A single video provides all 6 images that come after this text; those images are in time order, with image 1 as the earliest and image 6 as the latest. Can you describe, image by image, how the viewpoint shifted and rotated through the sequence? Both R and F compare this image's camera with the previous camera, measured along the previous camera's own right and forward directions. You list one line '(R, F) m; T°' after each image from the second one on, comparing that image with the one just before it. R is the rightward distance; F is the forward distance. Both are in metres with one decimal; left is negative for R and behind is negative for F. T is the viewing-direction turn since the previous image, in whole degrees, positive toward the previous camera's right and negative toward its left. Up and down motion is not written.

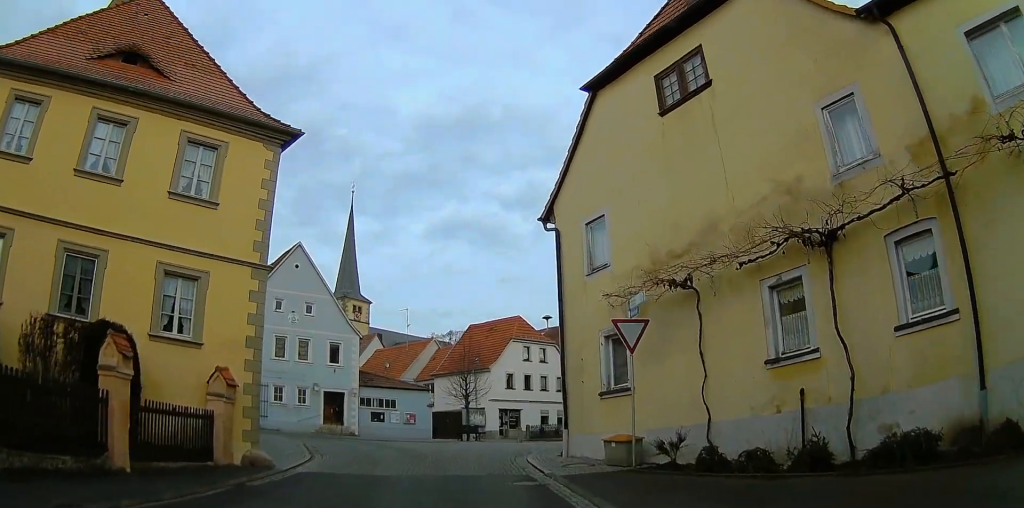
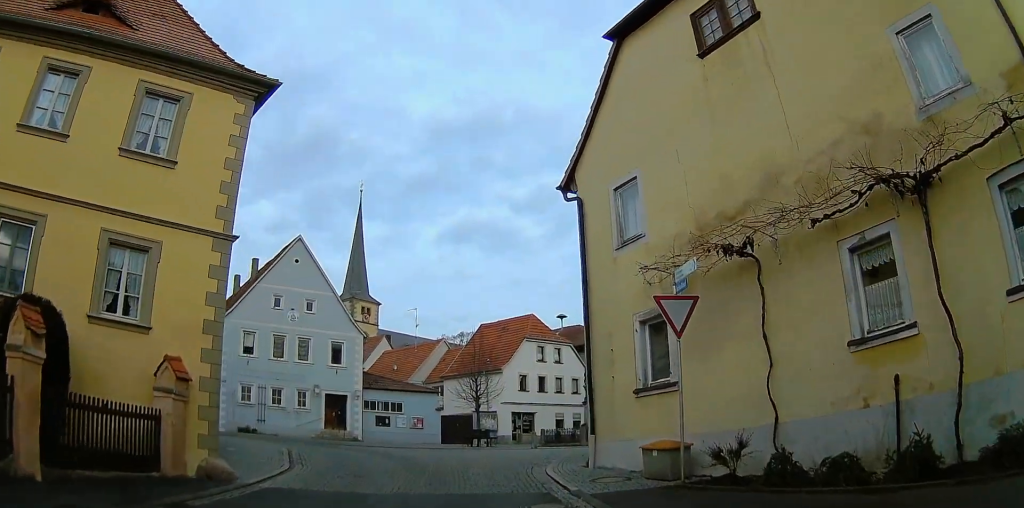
(-0.3, +3.0) m; -5°
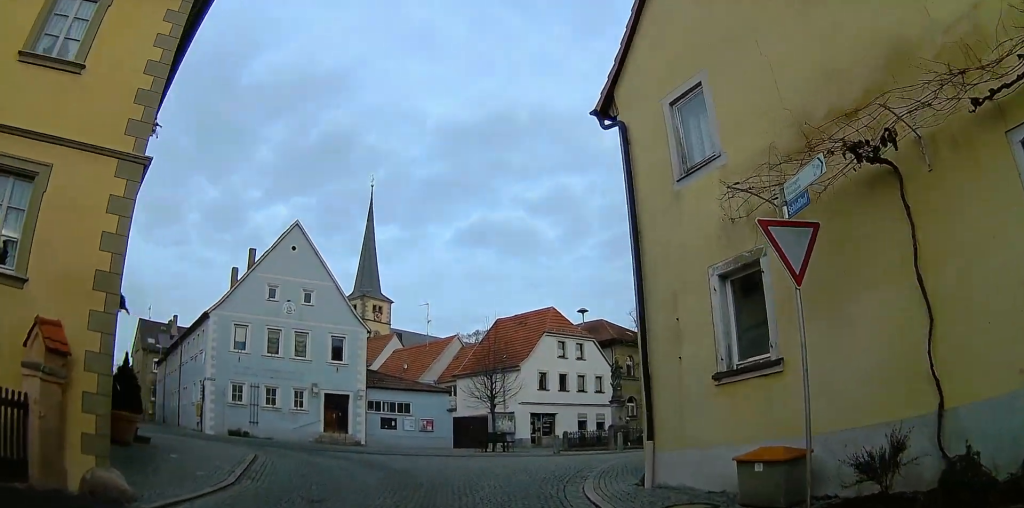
(-0.3, +4.7) m; -6°
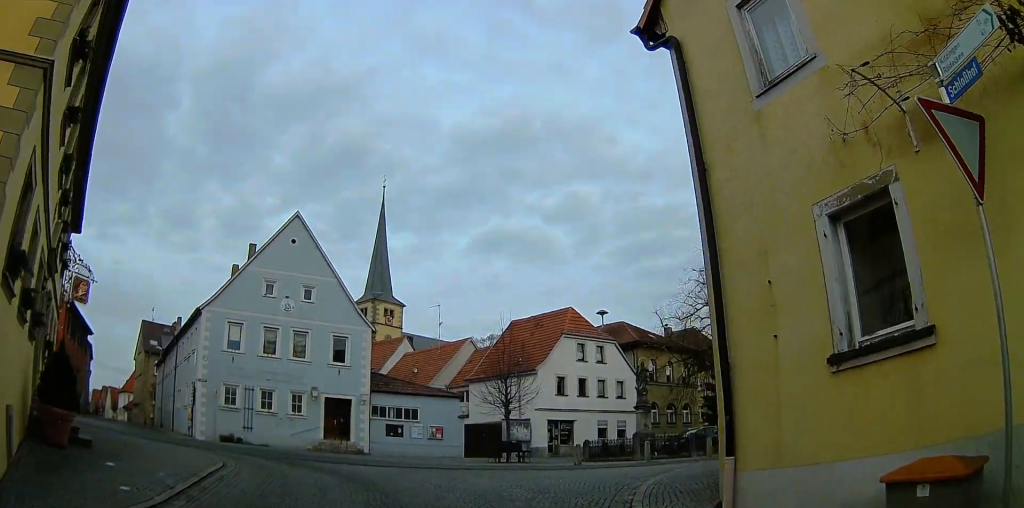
(-0.3, +4.0) m; -3°
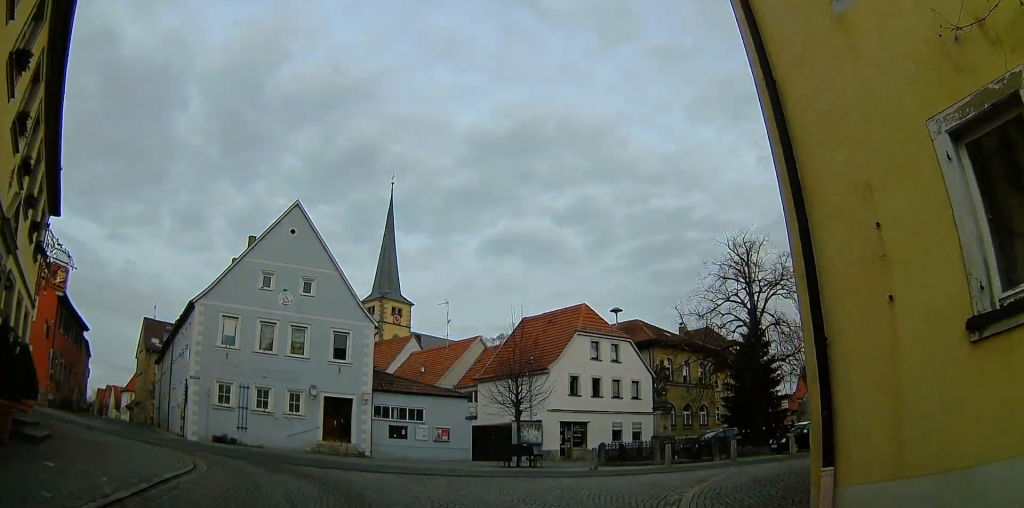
(0.0, +2.6) m; -1°
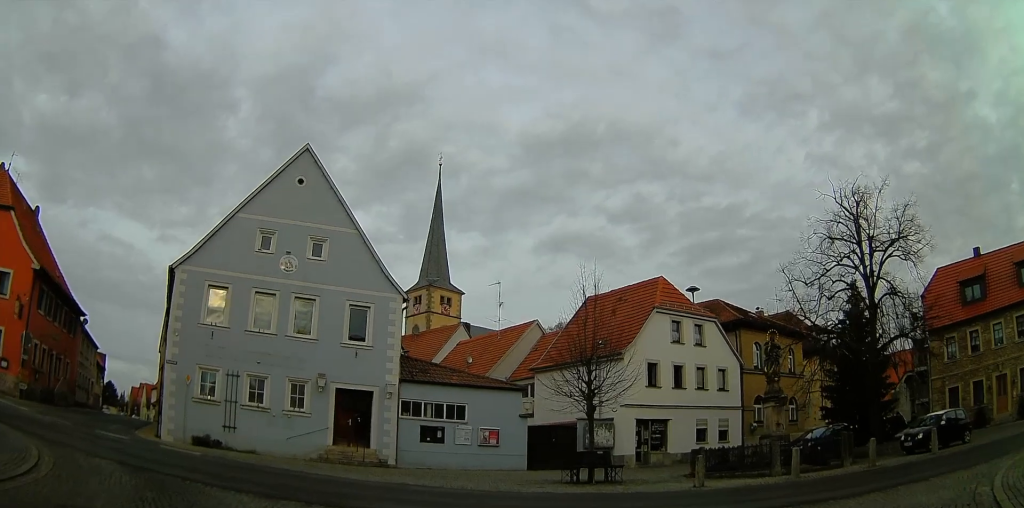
(-0.2, +9.1) m; -9°
